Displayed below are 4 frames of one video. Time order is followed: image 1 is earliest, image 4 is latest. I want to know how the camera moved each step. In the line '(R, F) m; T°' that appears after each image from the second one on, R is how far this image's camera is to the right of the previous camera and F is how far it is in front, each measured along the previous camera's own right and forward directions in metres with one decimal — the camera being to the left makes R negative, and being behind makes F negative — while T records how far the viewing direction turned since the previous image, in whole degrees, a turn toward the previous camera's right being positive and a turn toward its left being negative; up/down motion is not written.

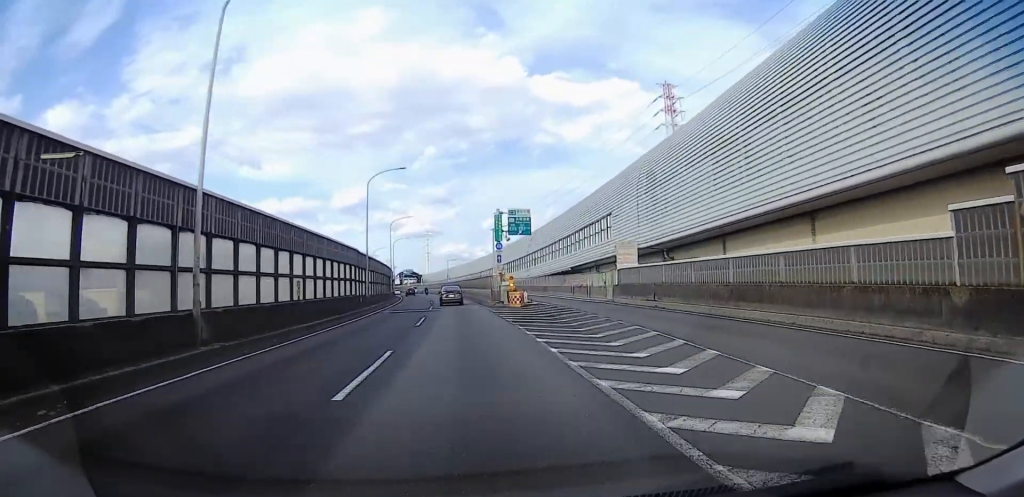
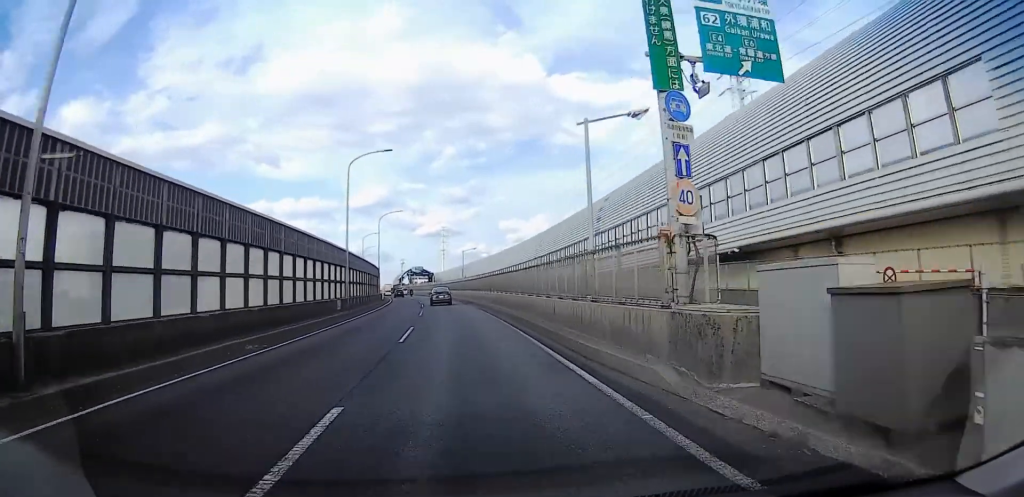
(-1.3, +35.0) m; -4°
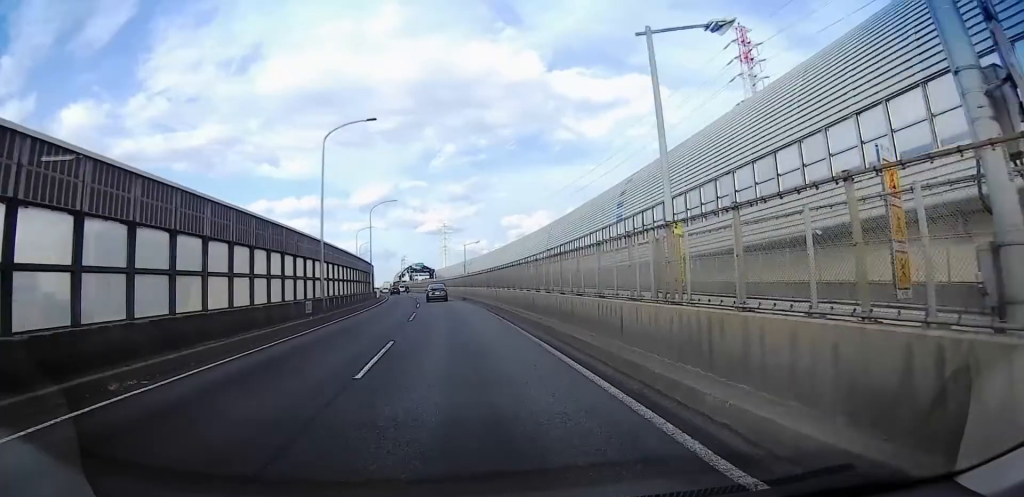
(-0.5, +6.7) m; 0°
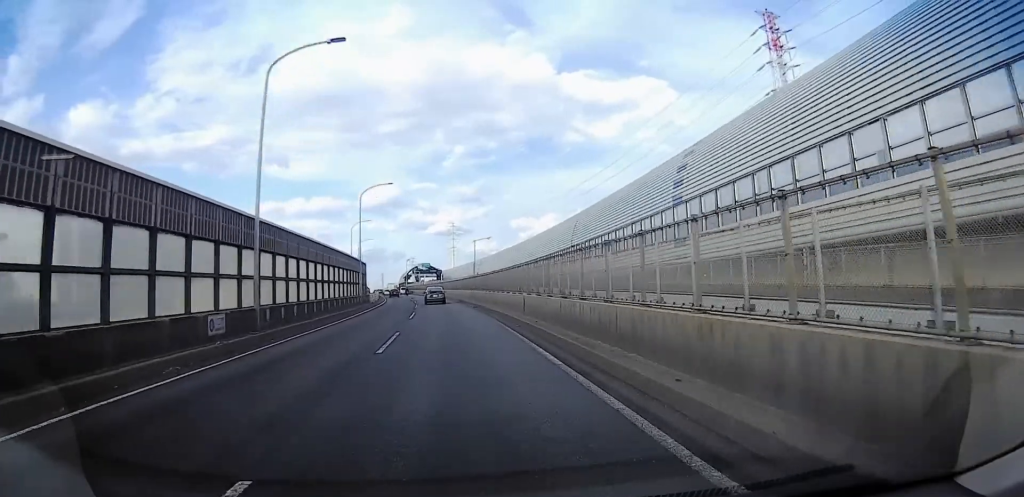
(+0.8, +10.2) m; 0°
